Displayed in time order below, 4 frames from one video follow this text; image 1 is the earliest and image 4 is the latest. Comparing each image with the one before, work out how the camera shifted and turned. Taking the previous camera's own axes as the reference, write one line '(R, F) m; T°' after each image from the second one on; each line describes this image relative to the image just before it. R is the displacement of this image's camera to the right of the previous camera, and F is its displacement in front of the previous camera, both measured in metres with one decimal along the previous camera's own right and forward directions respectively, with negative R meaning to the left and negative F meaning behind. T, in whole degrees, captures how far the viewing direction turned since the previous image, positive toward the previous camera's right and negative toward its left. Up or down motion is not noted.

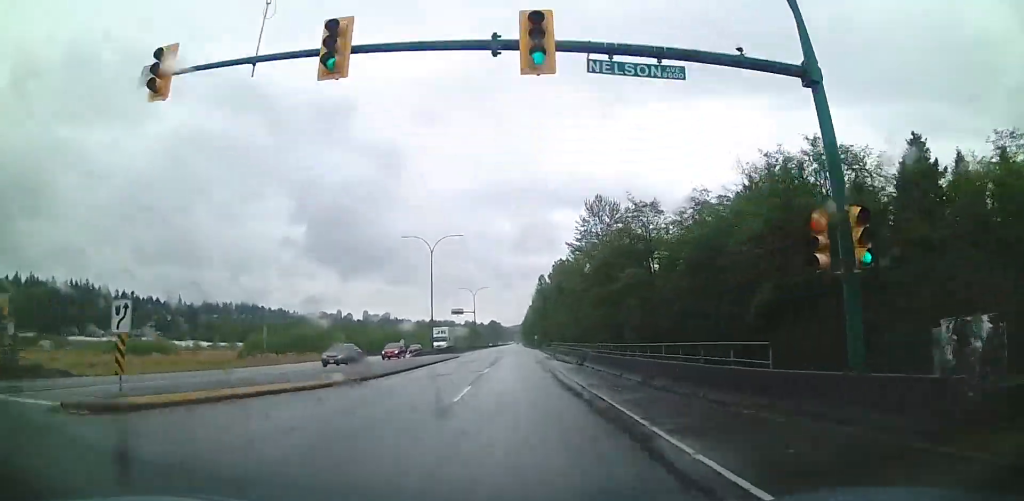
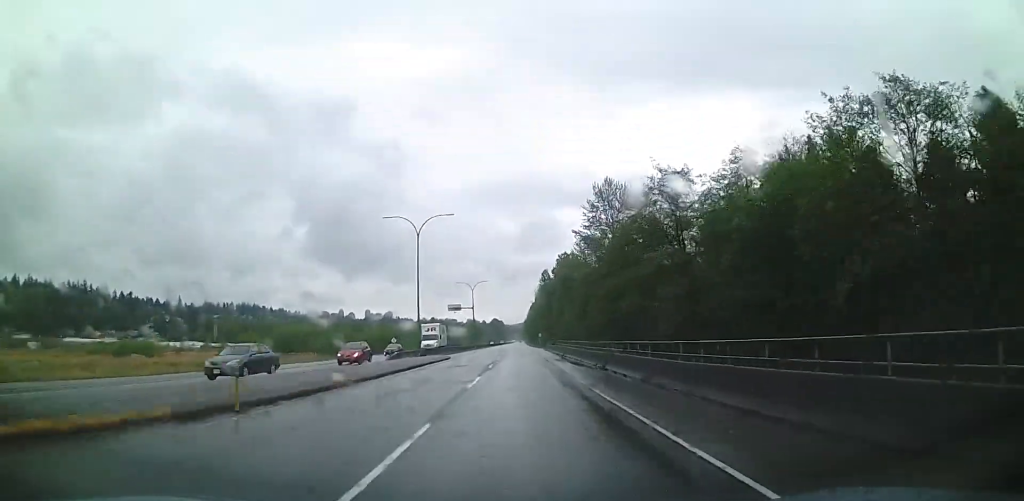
(-0.2, +9.2) m; -1°
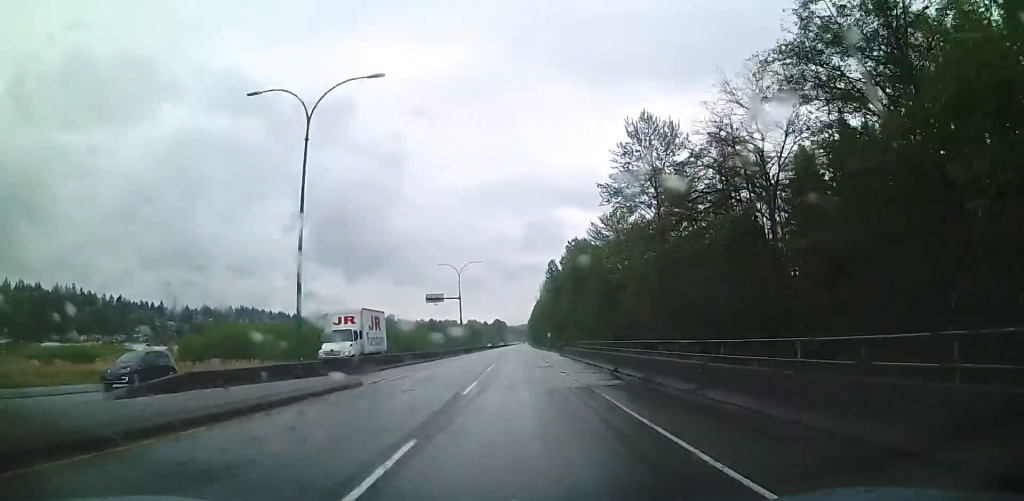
(-0.2, +27.4) m; -2°
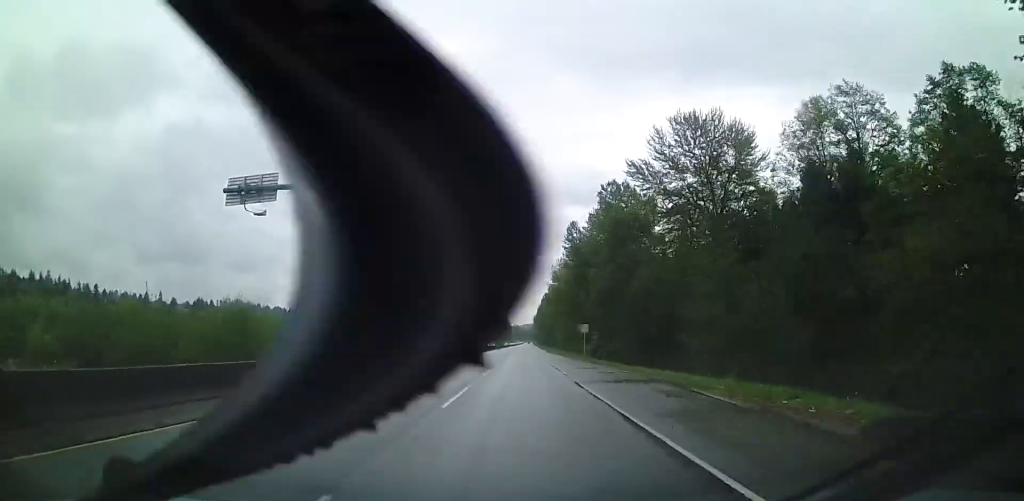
(+0.1, +54.8) m; +1°
